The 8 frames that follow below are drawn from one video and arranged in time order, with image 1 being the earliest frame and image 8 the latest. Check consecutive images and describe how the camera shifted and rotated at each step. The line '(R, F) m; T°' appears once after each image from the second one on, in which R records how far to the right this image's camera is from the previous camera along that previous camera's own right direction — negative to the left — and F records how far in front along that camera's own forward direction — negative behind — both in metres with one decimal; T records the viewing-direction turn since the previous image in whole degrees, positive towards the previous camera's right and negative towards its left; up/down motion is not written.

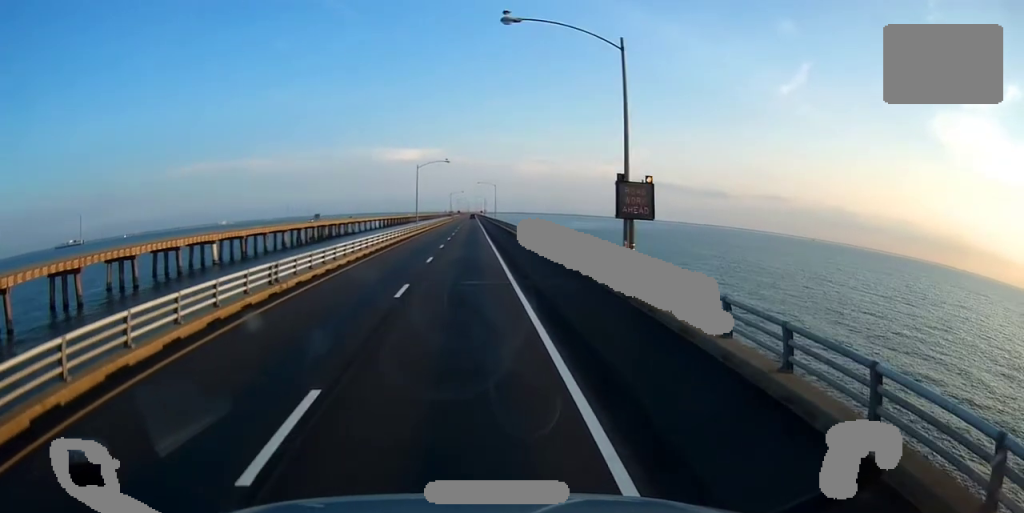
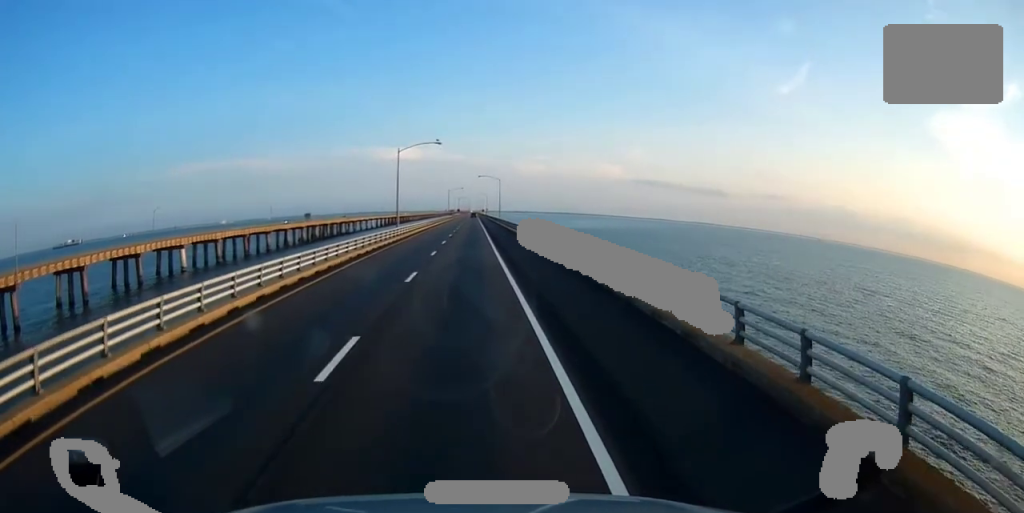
(0.0, +20.9) m; 0°
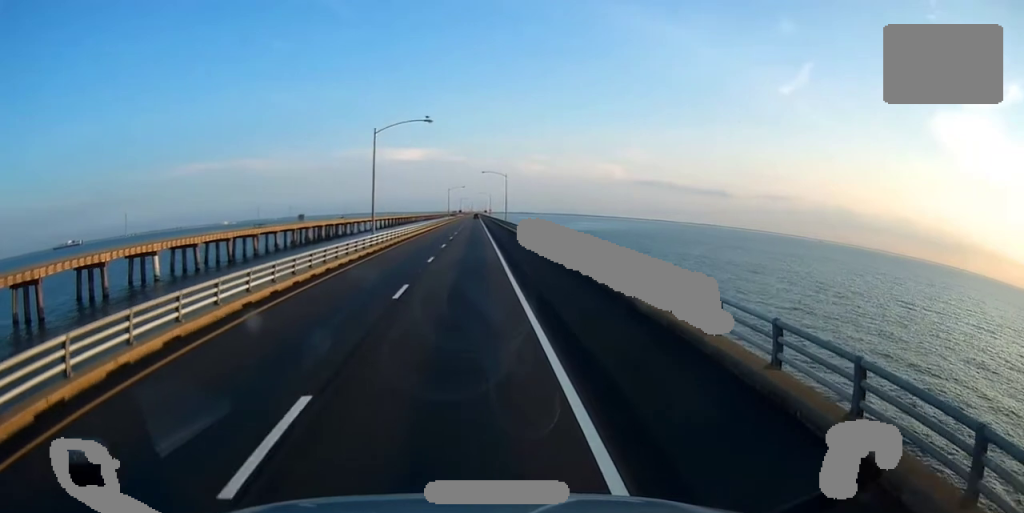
(+0.1, +15.9) m; 0°
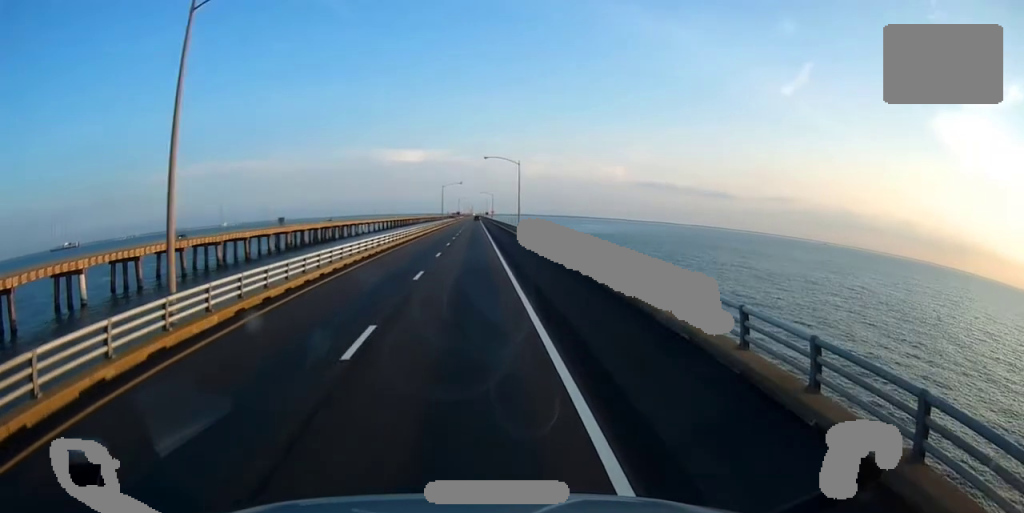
(+0.1, +30.9) m; -1°
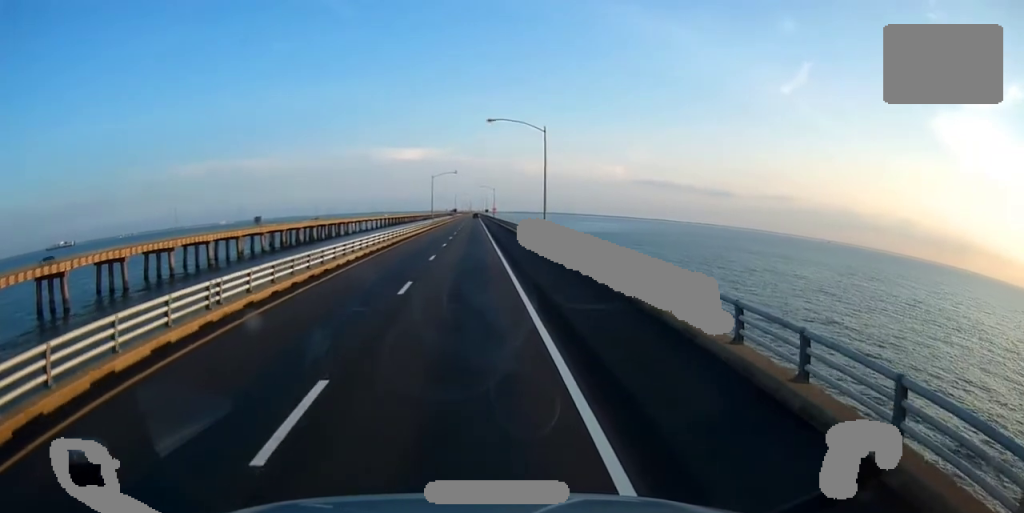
(-0.4, +29.0) m; -1°
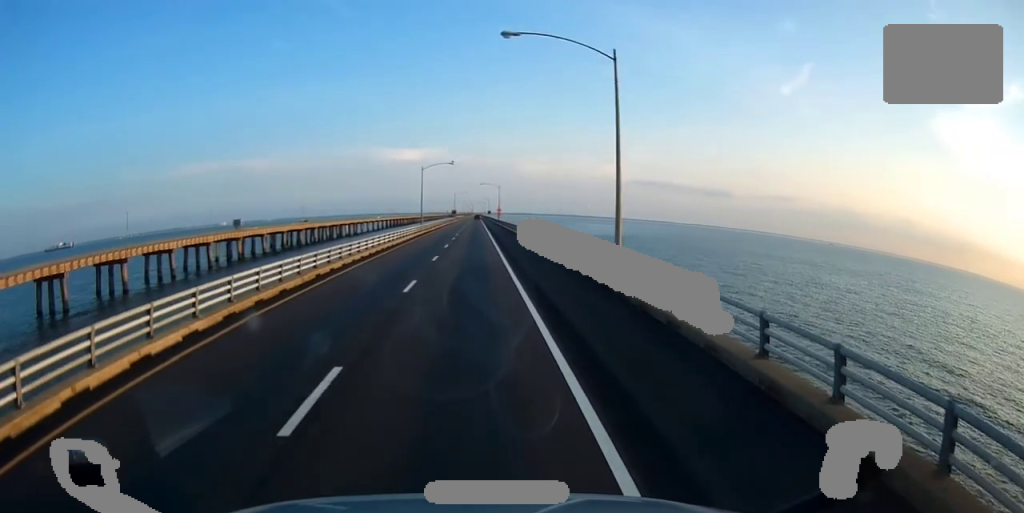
(0.0, +23.1) m; -1°
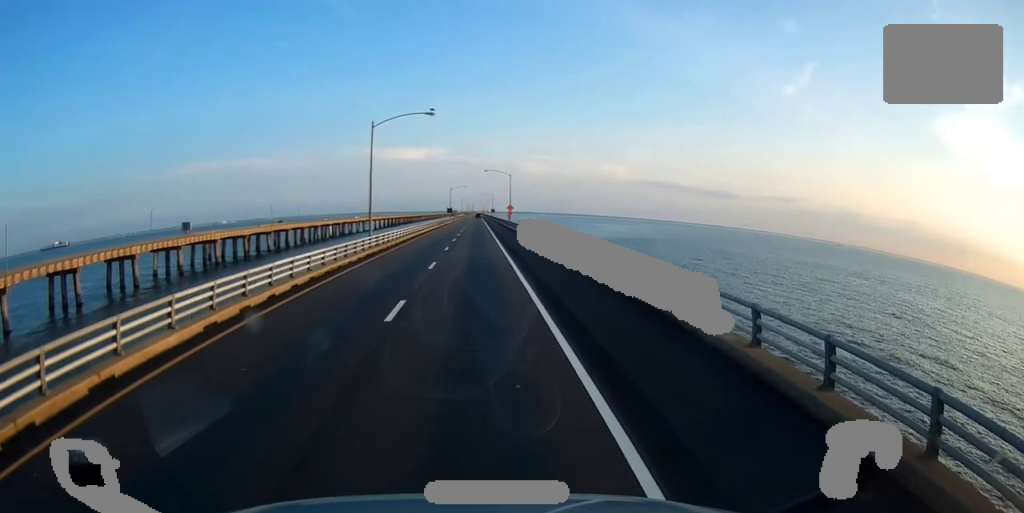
(-0.5, +42.2) m; 0°
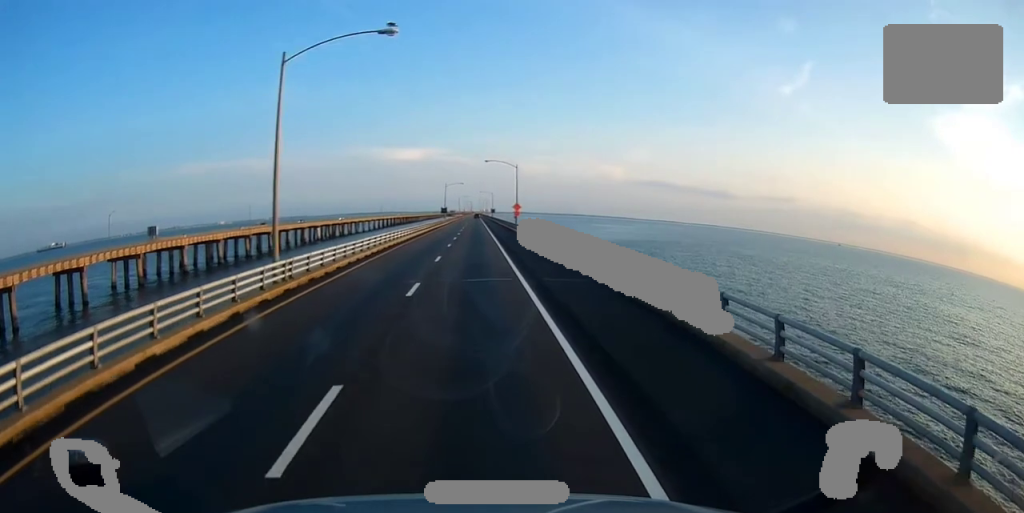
(+0.4, +20.1) m; 0°
